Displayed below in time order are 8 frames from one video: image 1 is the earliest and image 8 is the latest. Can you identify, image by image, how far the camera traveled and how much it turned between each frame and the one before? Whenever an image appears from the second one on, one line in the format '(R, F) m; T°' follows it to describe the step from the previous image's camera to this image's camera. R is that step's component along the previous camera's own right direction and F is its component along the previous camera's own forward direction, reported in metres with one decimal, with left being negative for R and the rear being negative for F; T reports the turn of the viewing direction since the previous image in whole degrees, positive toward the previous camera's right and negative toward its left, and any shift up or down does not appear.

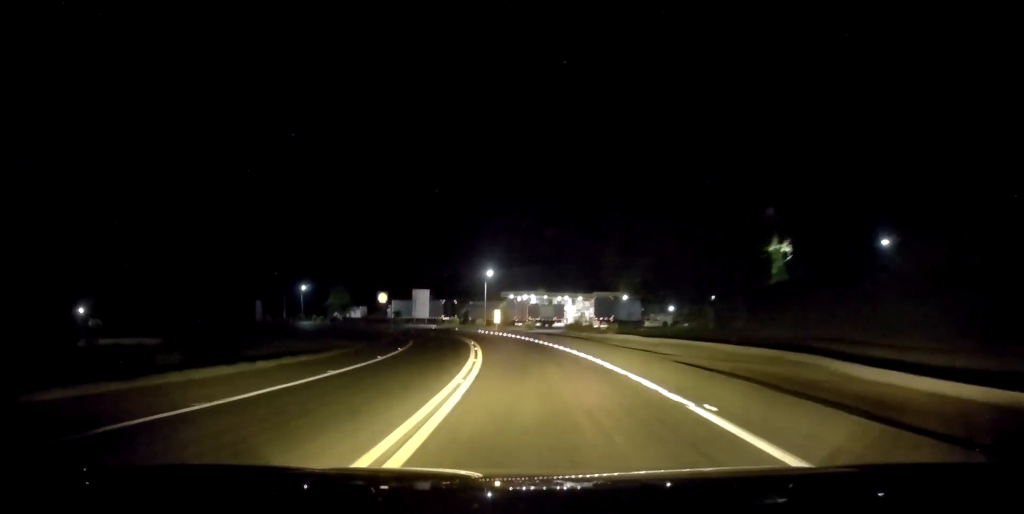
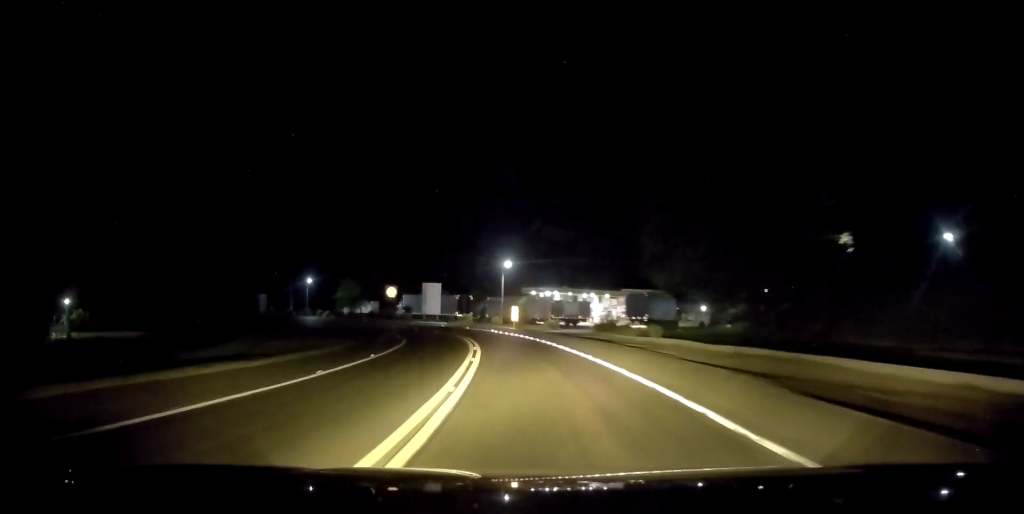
(+0.4, +8.6) m; -1°
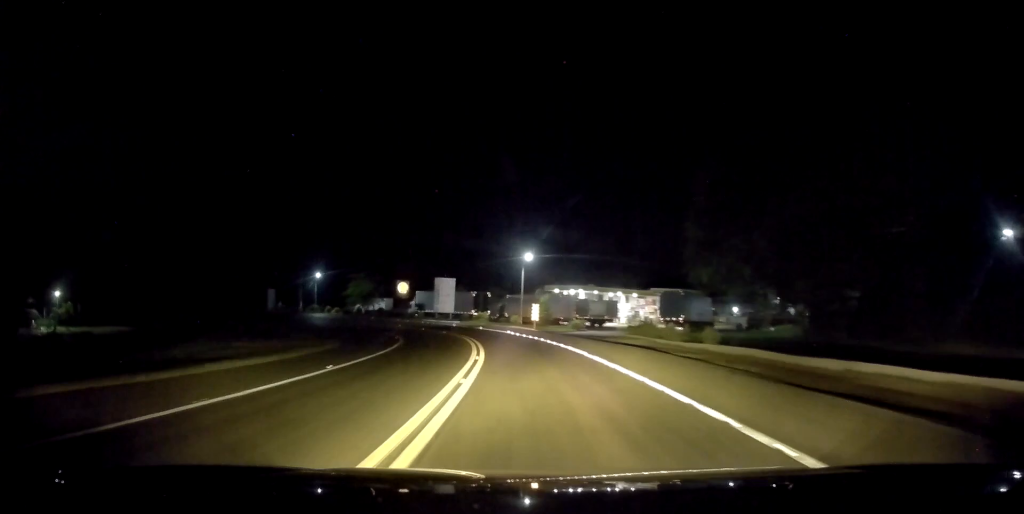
(+0.2, +7.4) m; -1°
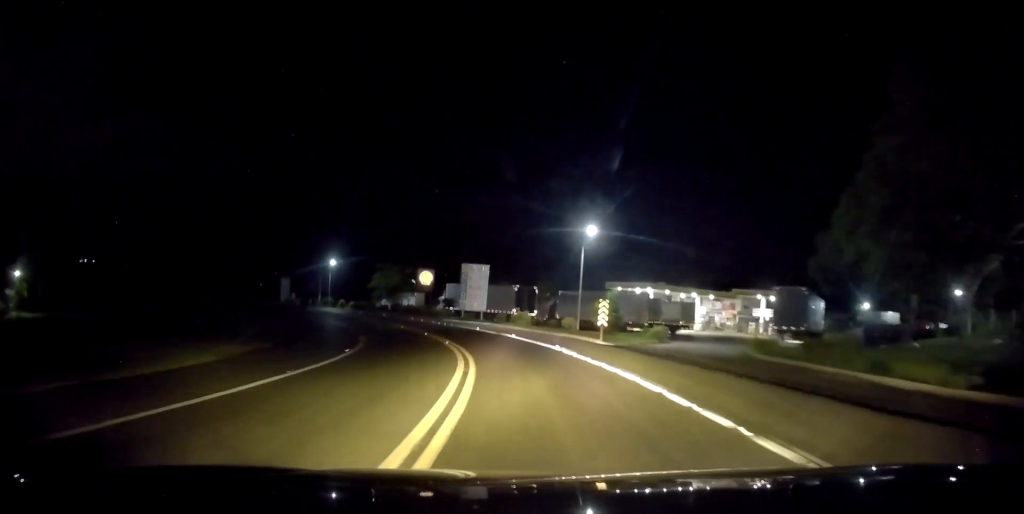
(-1.3, +19.0) m; -4°
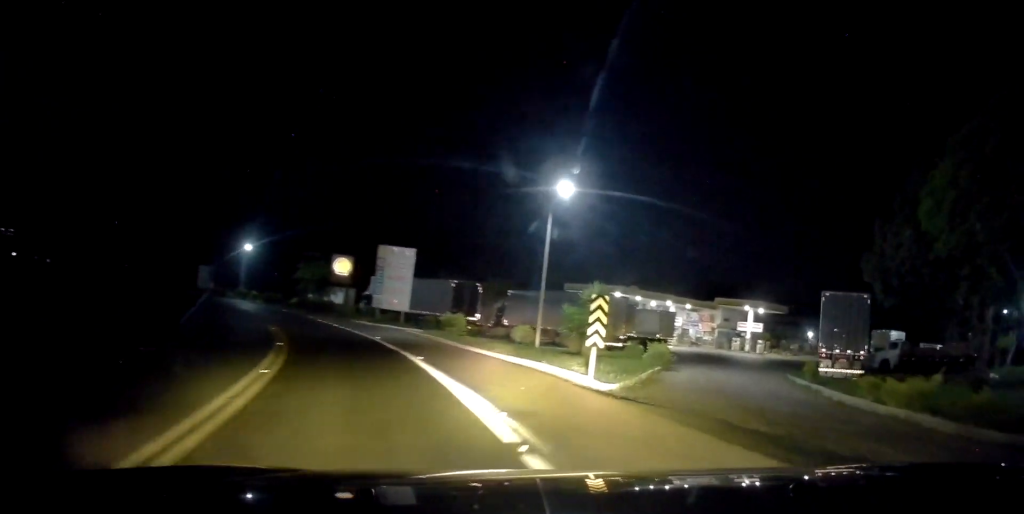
(-0.3, +15.9) m; +1°
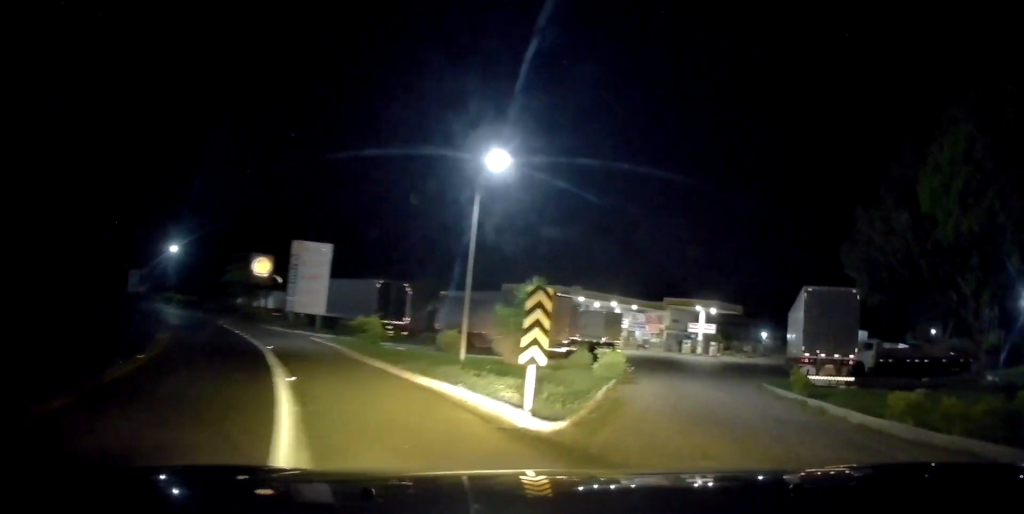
(+0.2, +5.4) m; +6°
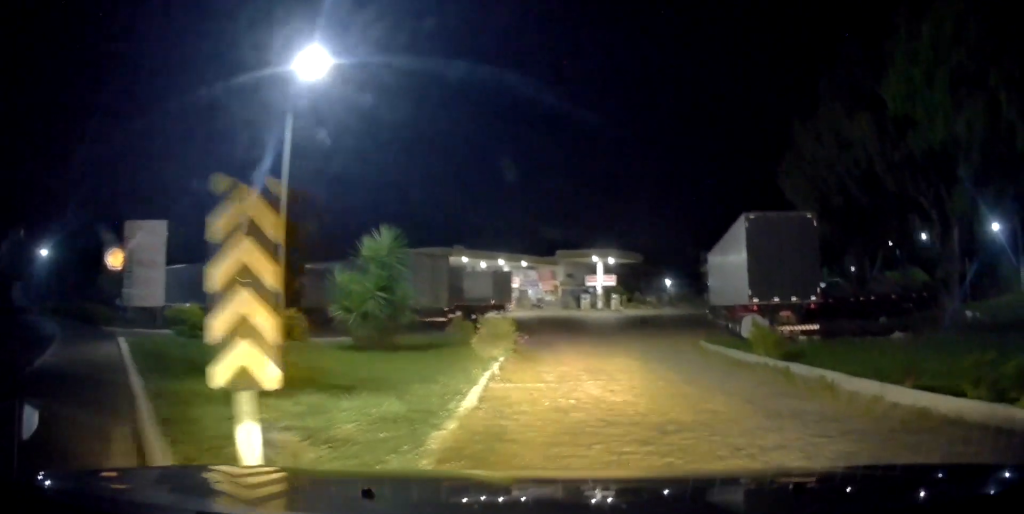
(+0.8, +6.9) m; +15°
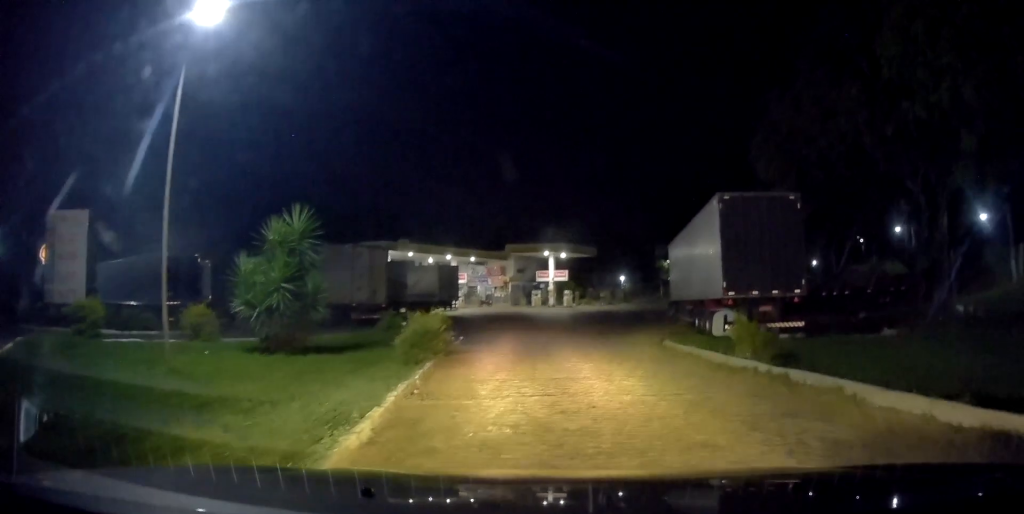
(+0.3, +3.3) m; +7°
